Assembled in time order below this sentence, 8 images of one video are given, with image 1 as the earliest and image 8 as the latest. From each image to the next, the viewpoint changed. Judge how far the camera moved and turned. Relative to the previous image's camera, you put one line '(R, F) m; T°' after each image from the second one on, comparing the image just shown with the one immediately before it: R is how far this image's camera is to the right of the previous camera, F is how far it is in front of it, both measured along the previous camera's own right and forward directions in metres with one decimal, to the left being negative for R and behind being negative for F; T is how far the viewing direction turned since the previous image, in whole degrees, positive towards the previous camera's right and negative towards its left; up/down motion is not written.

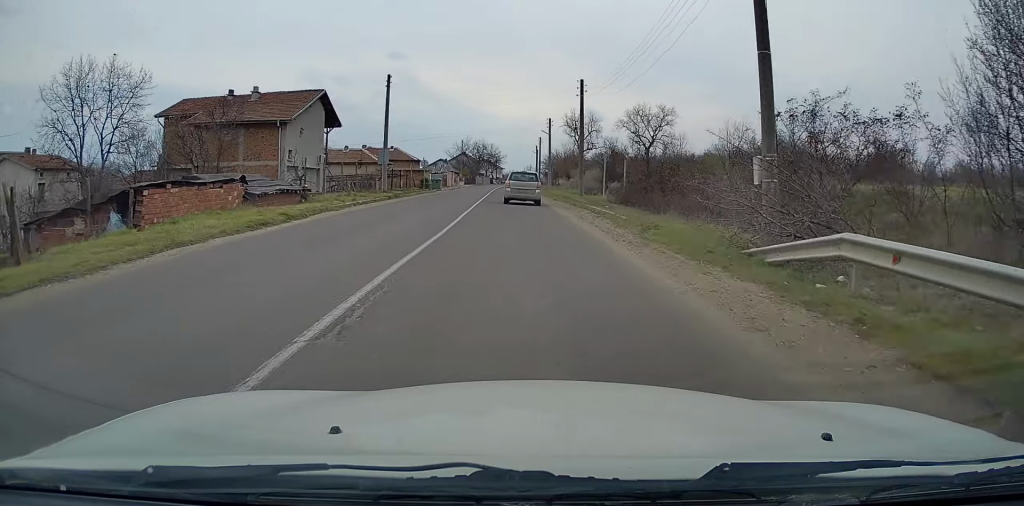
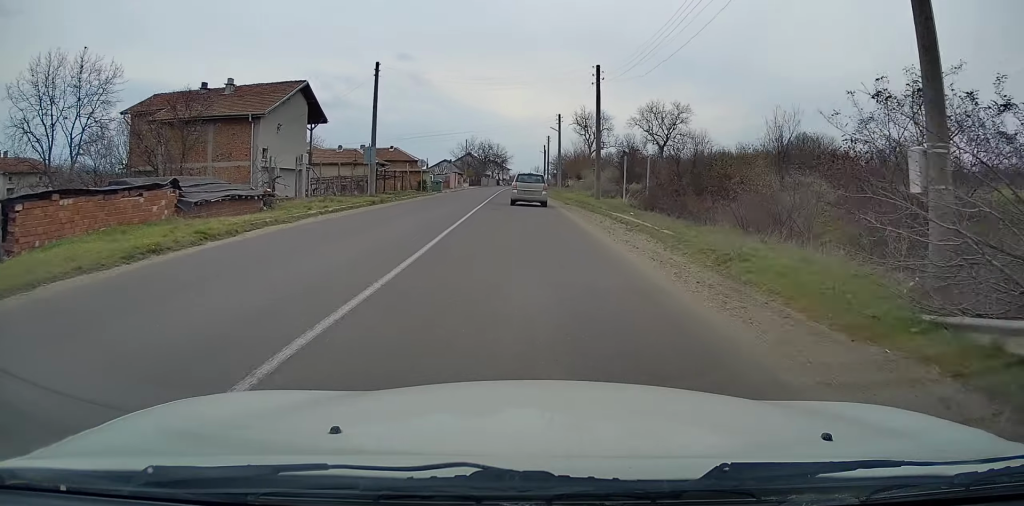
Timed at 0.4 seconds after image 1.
(+0.1, +5.3) m; 0°
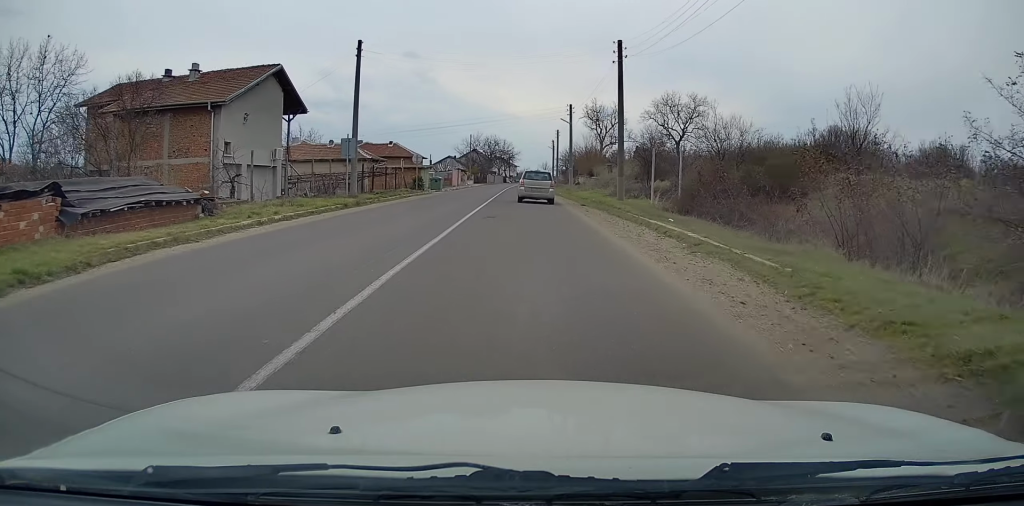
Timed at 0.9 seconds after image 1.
(-0.1, +5.5) m; -1°
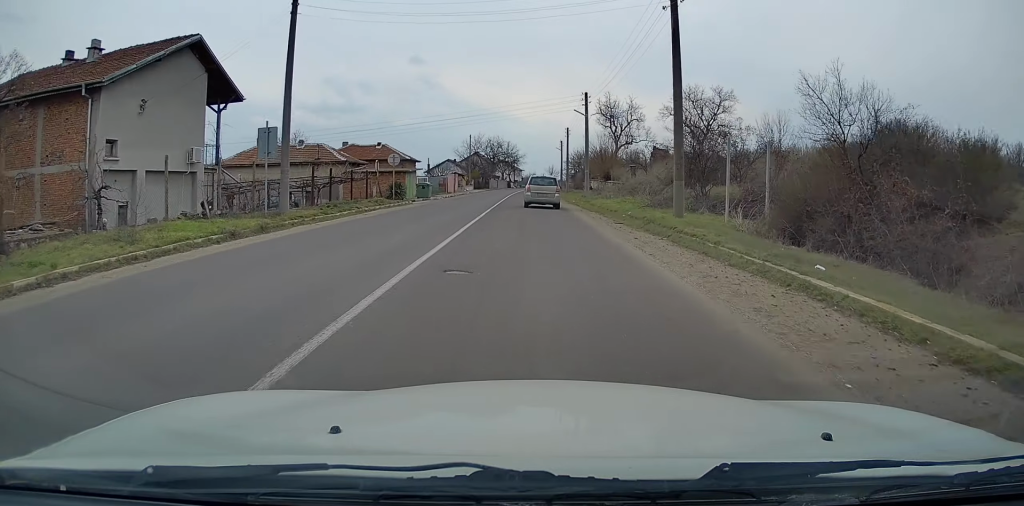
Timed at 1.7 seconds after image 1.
(-0.2, +9.8) m; -1°
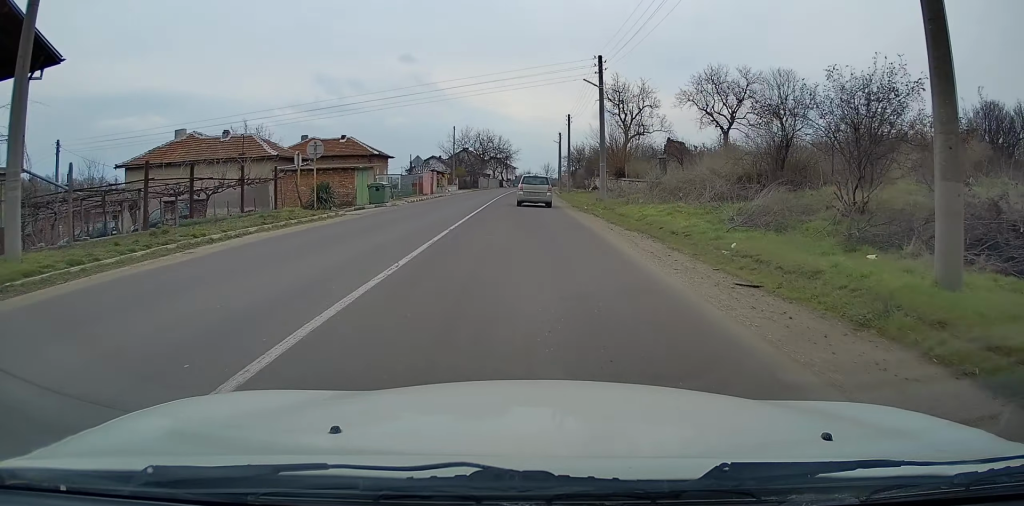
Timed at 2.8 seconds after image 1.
(0.0, +12.7) m; 0°
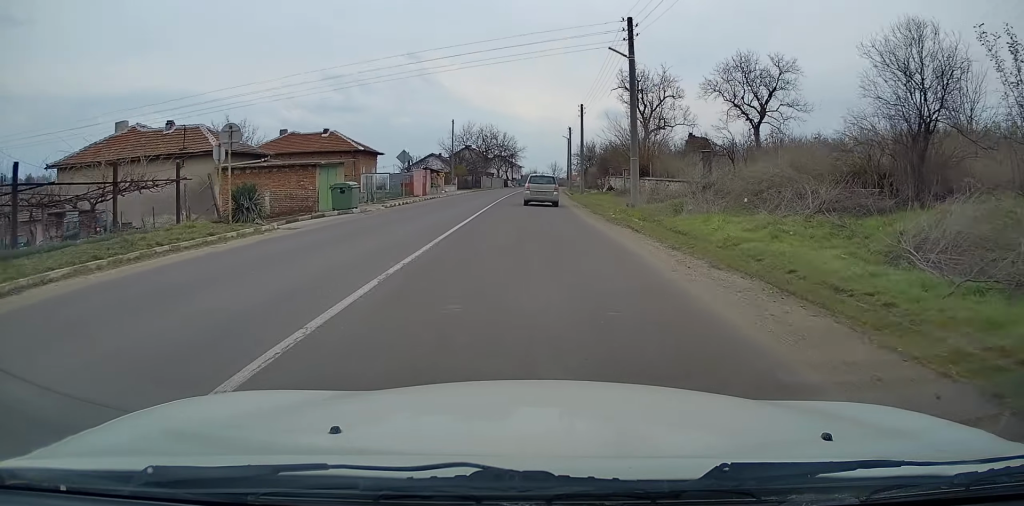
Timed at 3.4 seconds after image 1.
(0.0, +7.7) m; 0°
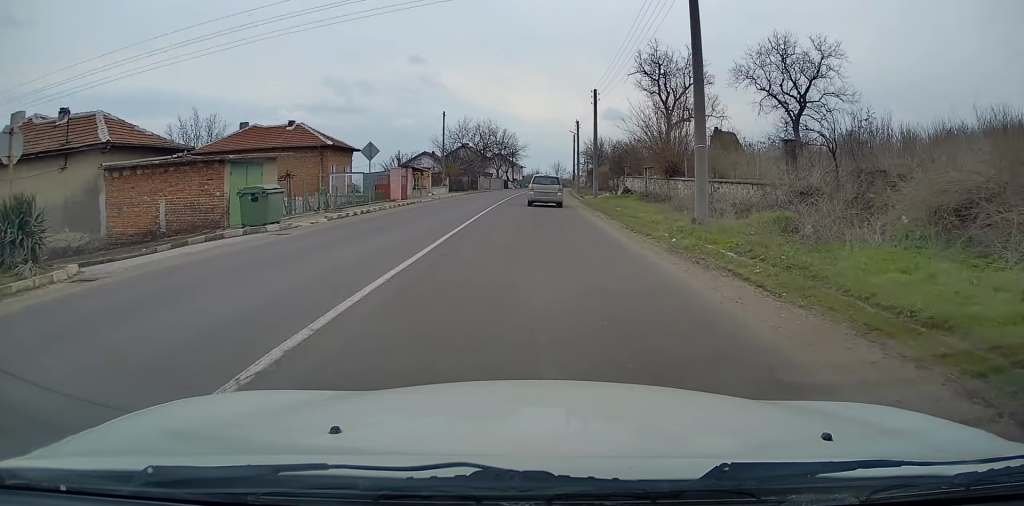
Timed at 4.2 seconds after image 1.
(0.0, +9.2) m; 0°
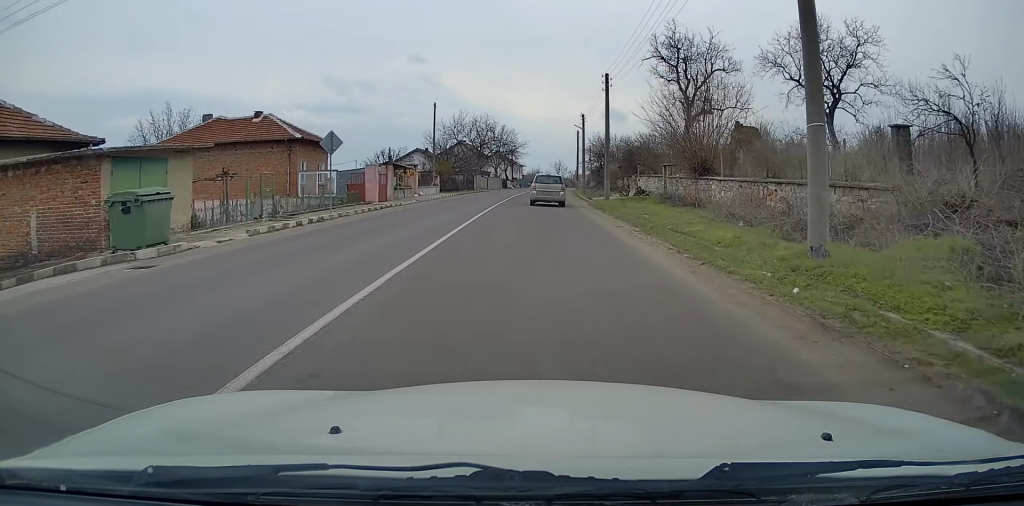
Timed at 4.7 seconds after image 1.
(0.0, +6.4) m; 0°
